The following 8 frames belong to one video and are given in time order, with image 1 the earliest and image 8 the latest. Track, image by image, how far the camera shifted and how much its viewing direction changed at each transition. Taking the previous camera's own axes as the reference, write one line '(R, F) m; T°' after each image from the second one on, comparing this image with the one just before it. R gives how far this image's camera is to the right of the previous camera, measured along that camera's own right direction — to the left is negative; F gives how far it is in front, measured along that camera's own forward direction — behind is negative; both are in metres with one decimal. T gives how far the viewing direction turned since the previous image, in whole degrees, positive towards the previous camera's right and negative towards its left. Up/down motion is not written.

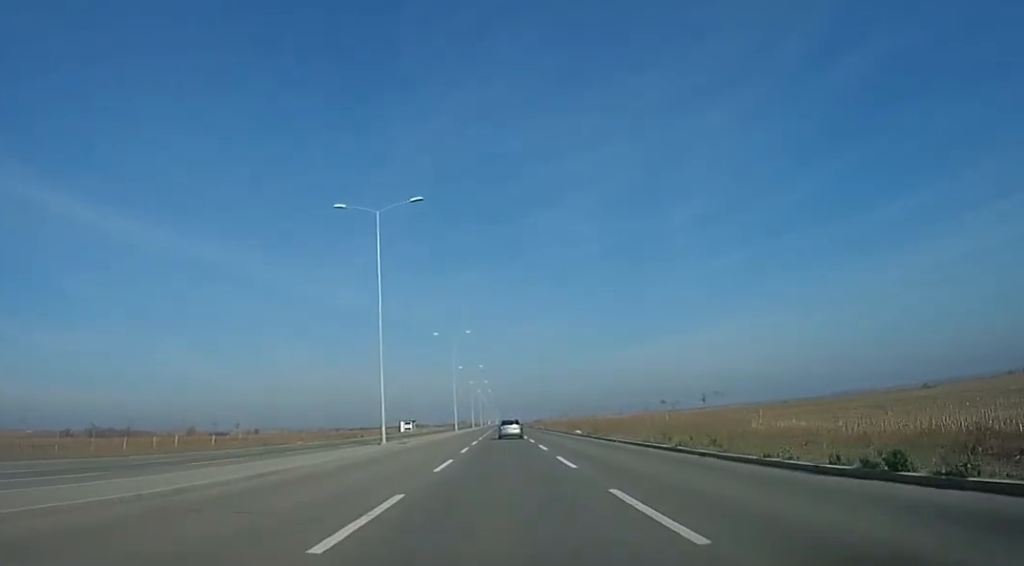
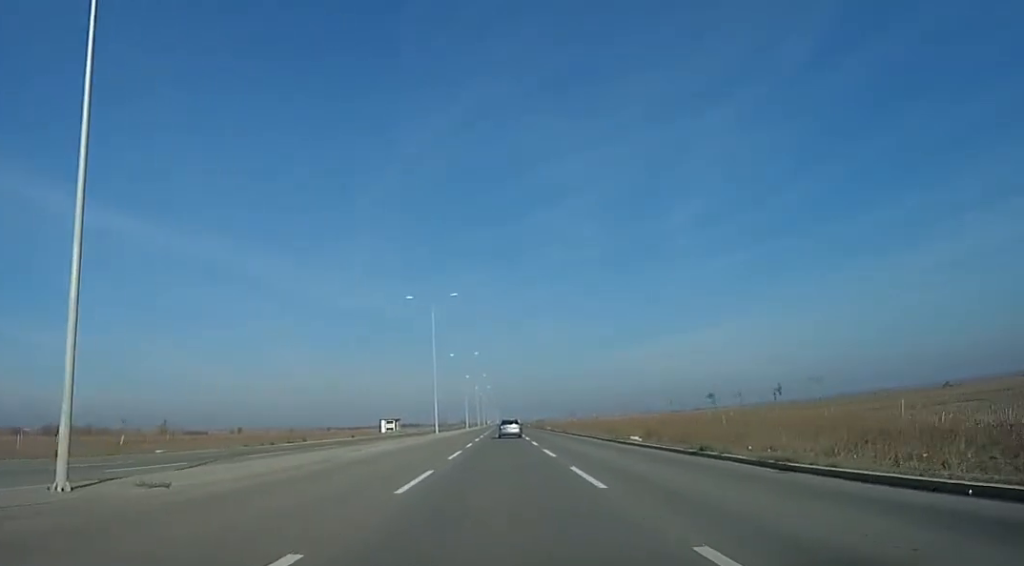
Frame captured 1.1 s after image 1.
(+0.3, +25.0) m; +1°
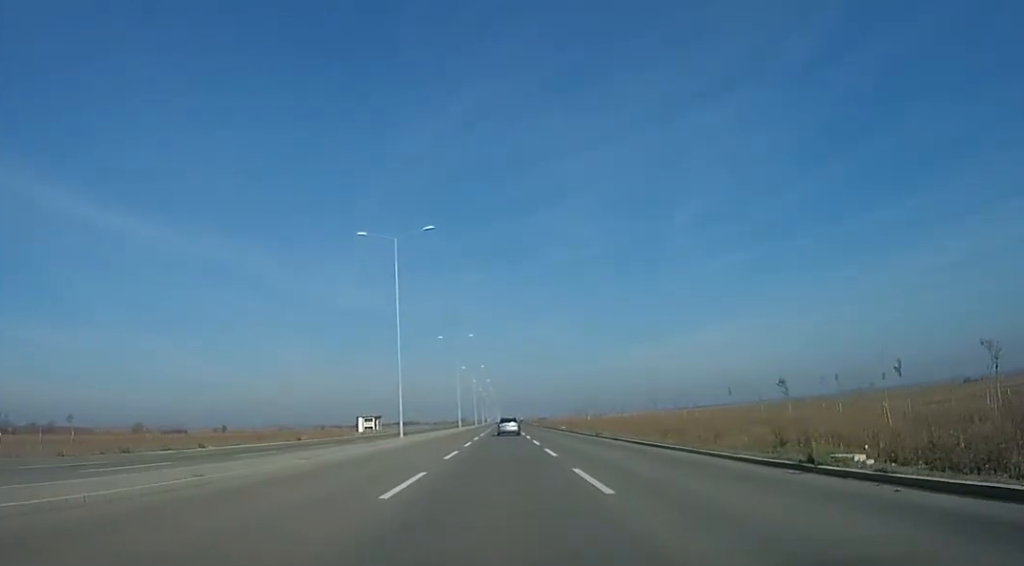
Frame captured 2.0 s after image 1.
(+0.2, +21.0) m; -1°
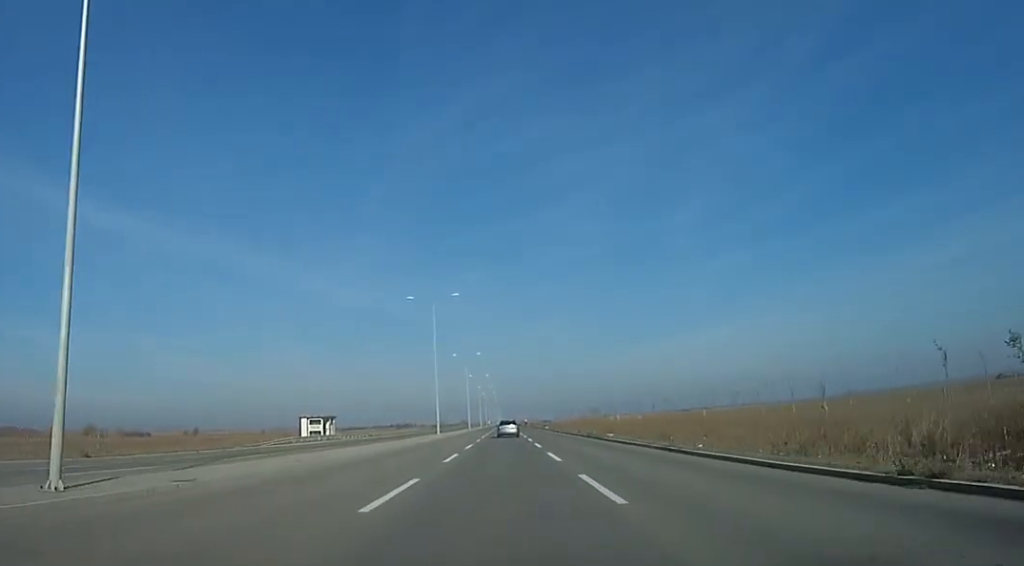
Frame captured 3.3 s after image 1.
(-0.8, +31.0) m; 0°
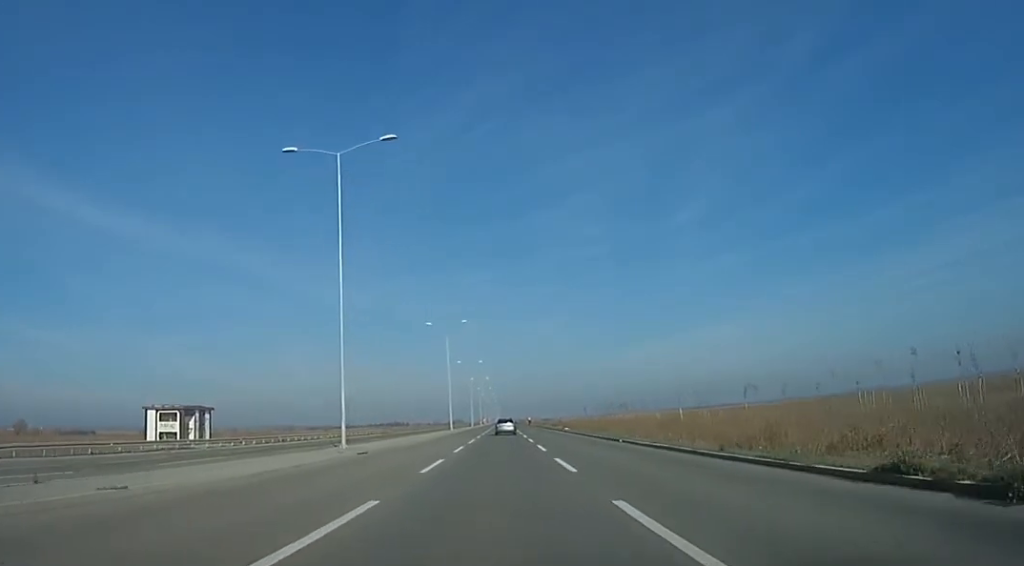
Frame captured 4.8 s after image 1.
(+0.7, +34.6) m; 0°
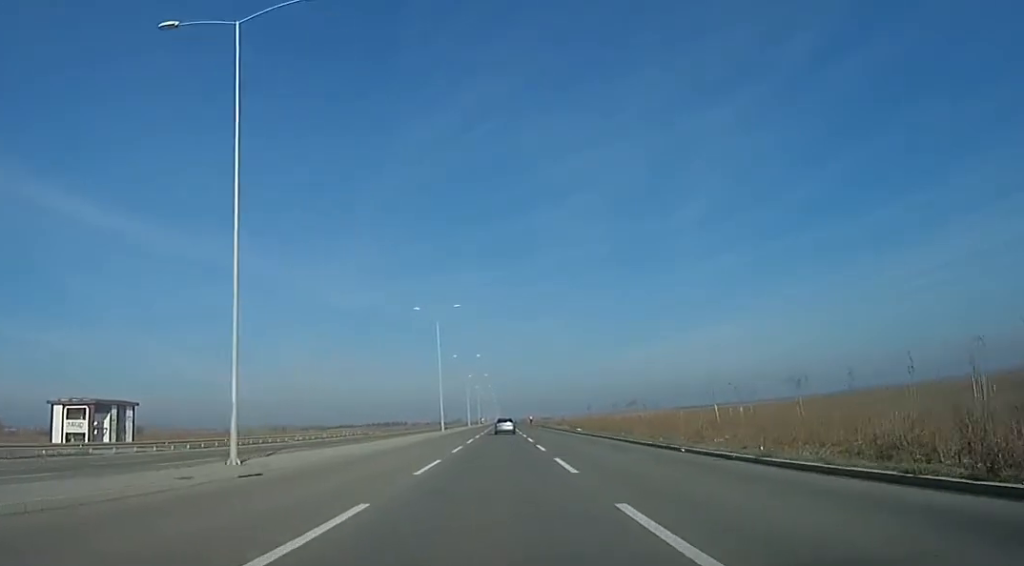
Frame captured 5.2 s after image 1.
(-0.5, +10.4) m; 0°
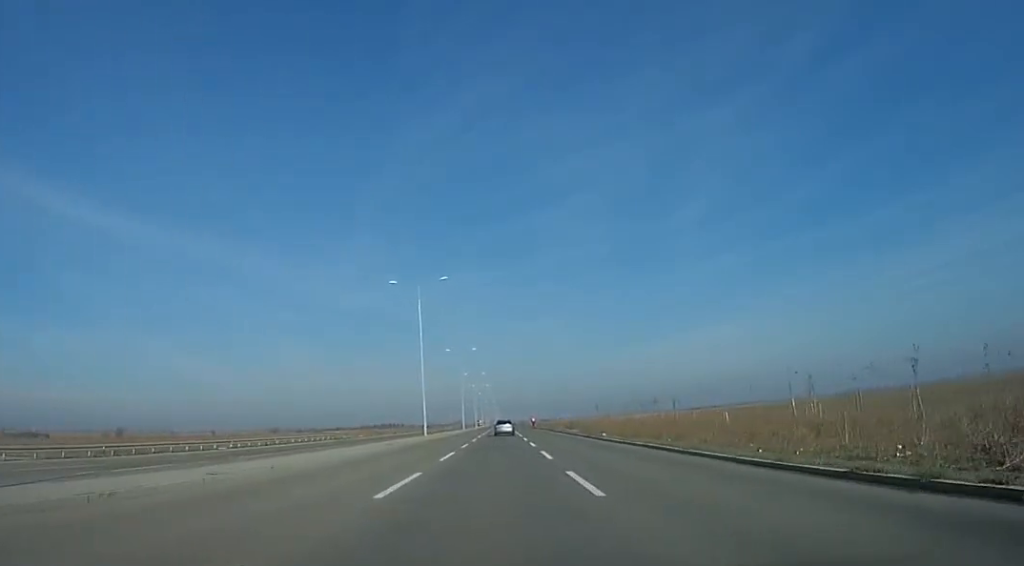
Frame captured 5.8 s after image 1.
(+0.2, +13.9) m; 0°
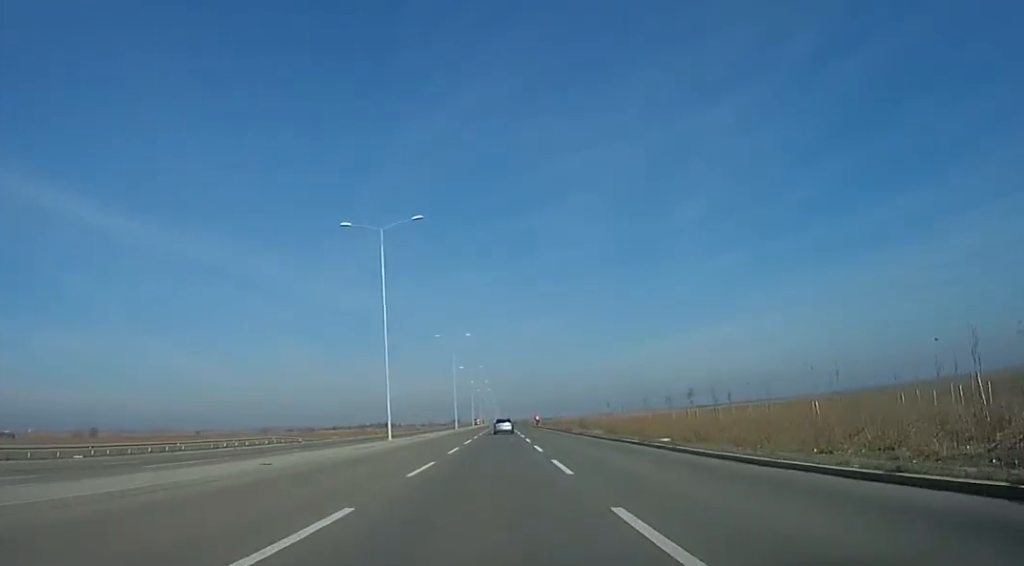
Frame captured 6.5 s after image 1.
(+0.5, +16.3) m; +1°
